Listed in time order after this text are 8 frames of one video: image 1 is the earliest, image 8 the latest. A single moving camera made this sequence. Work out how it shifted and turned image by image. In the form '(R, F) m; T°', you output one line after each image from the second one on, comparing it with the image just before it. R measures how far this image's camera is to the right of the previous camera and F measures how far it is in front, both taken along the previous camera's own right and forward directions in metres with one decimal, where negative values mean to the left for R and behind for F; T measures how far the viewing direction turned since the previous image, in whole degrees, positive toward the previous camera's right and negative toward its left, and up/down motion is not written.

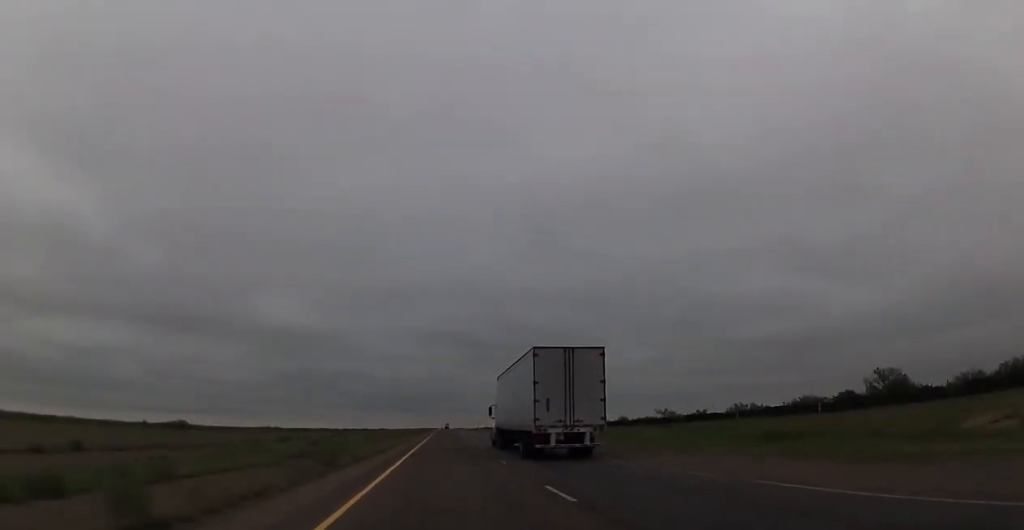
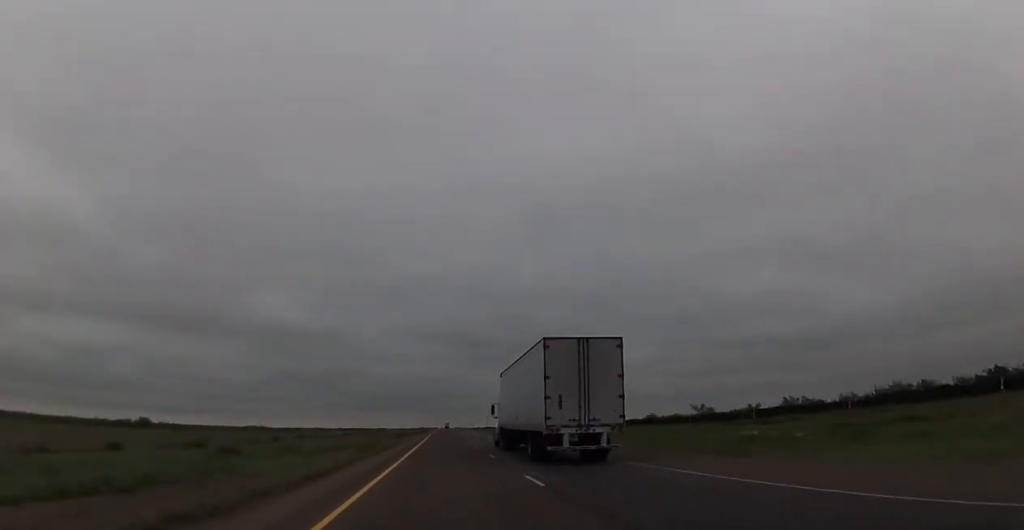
(0.0, +20.9) m; 0°
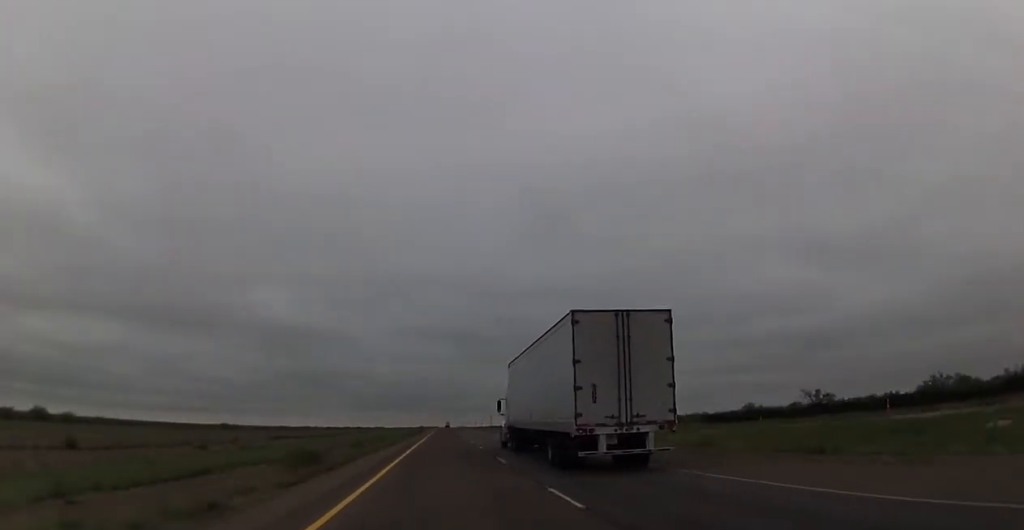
(-0.3, +40.0) m; -1°
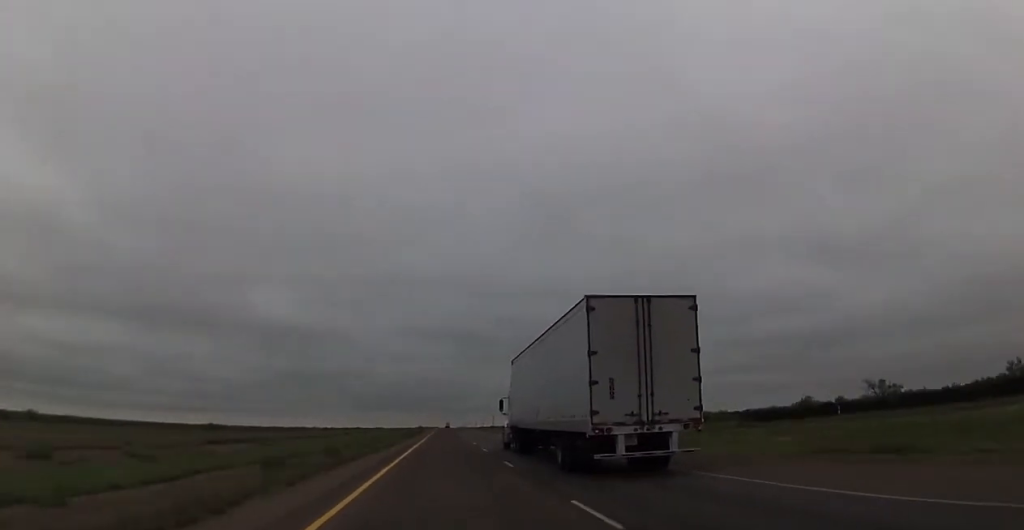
(0.0, +14.2) m; 0°
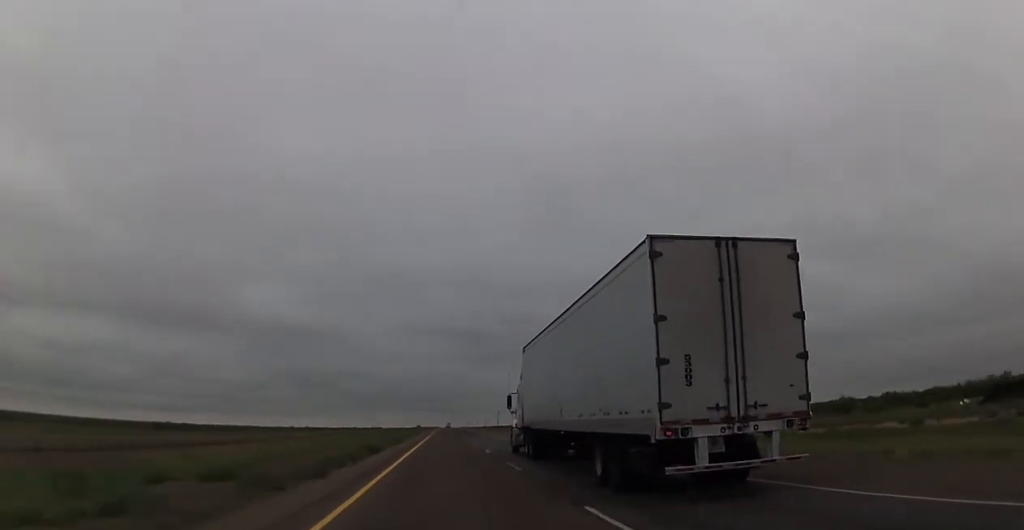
(+0.1, +36.9) m; 0°
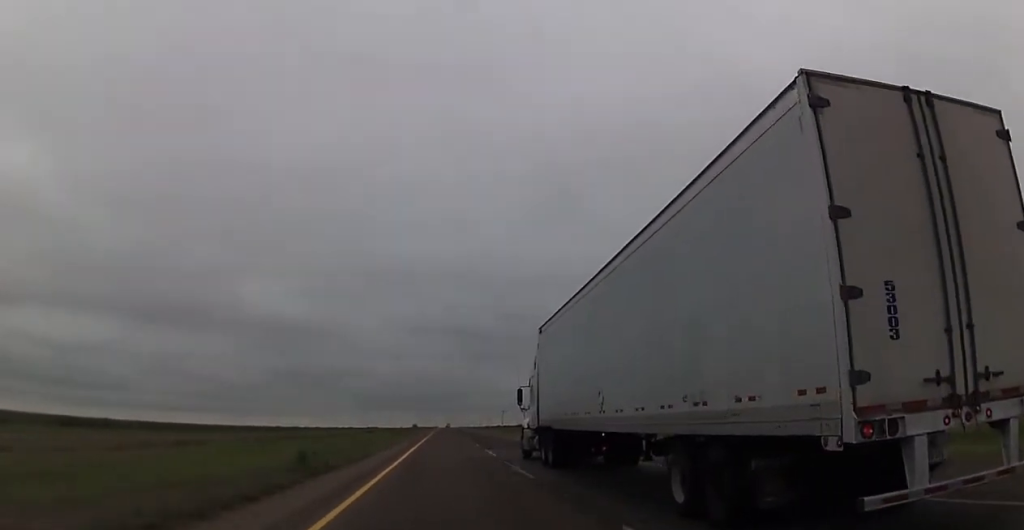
(0.0, +38.3) m; 0°
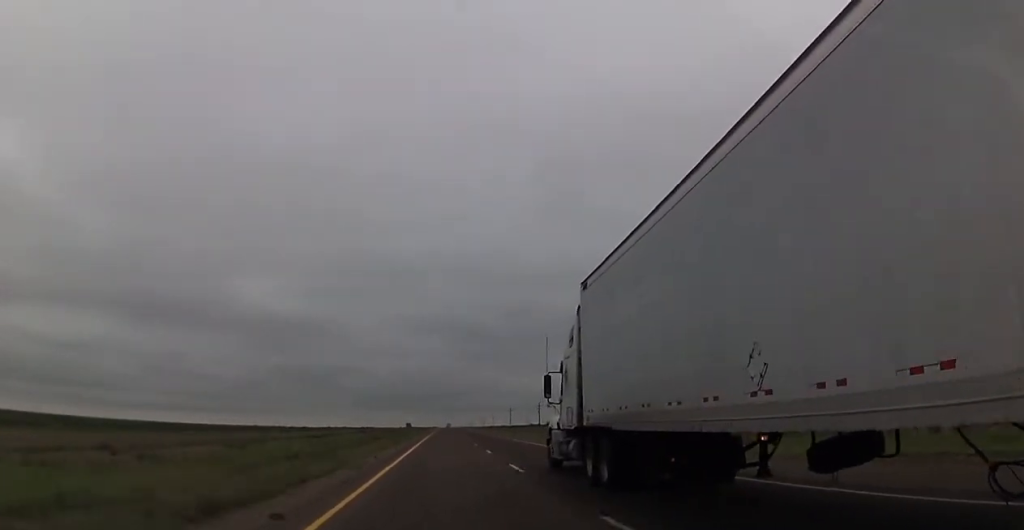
(0.0, +47.0) m; 0°
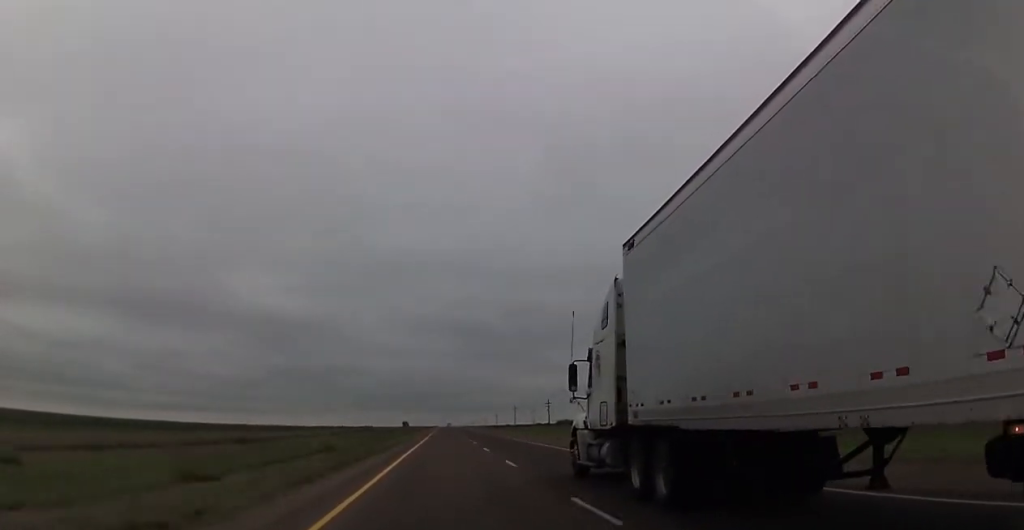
(0.0, +21.7) m; 0°
